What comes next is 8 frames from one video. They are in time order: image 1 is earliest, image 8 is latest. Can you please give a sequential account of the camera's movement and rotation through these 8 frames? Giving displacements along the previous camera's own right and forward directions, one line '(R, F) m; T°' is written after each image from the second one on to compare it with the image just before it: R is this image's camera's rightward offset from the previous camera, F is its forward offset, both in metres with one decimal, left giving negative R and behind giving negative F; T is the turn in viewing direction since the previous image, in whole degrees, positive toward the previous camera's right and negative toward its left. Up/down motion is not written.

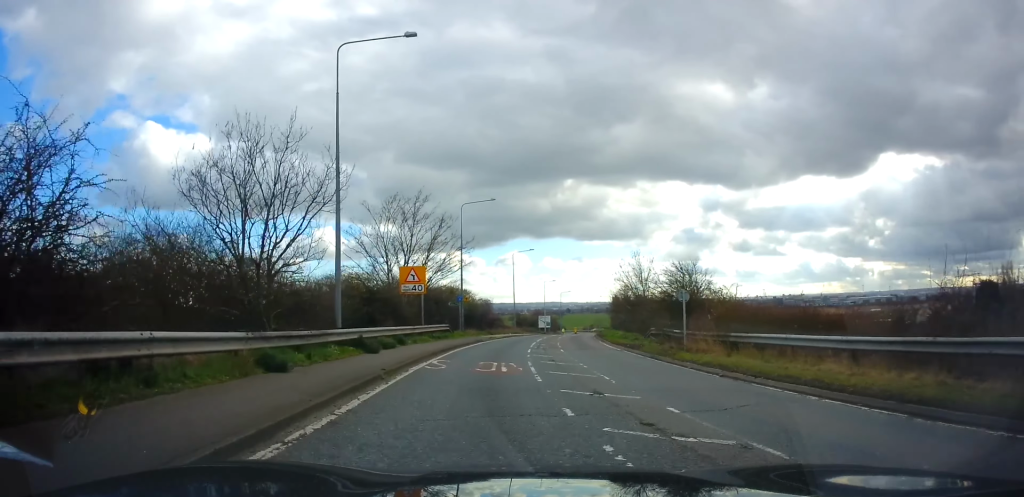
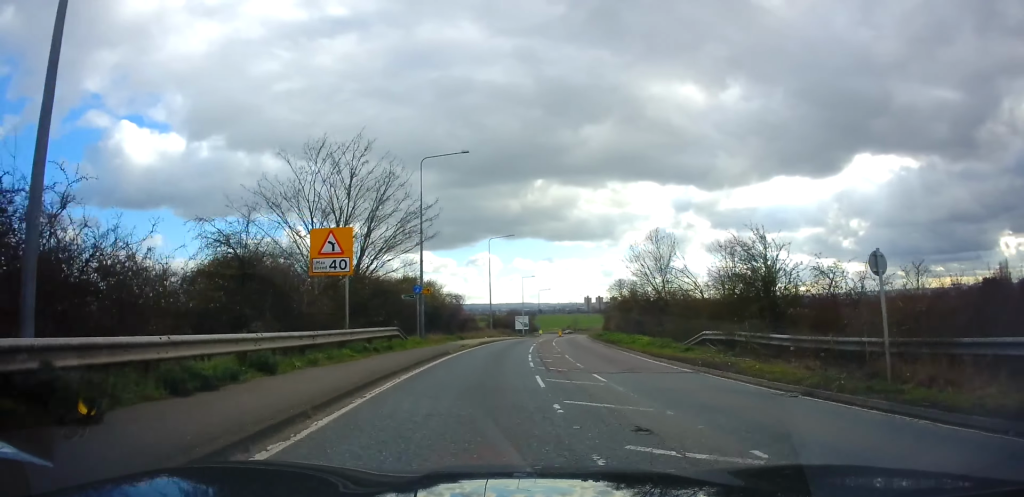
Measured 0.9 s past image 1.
(+0.2, +12.0) m; +2°
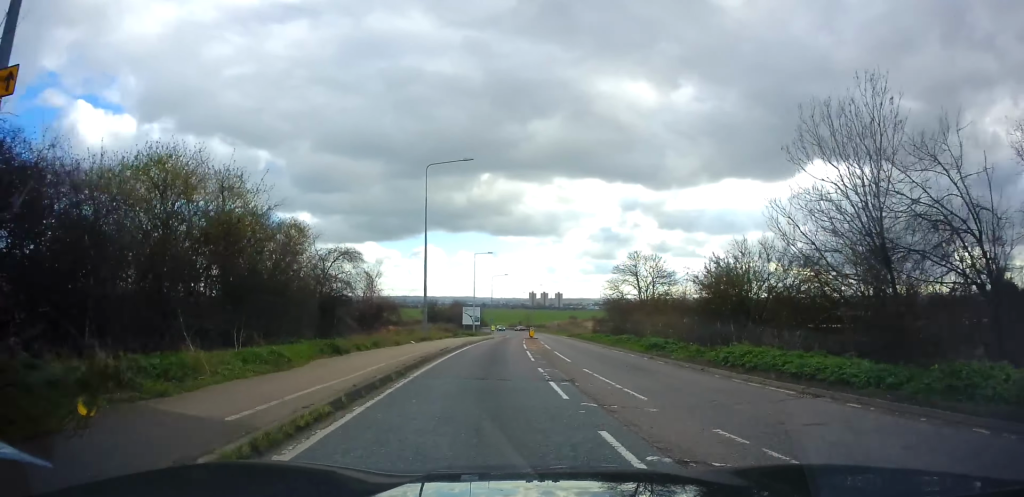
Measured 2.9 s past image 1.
(+1.4, +25.4) m; +7°
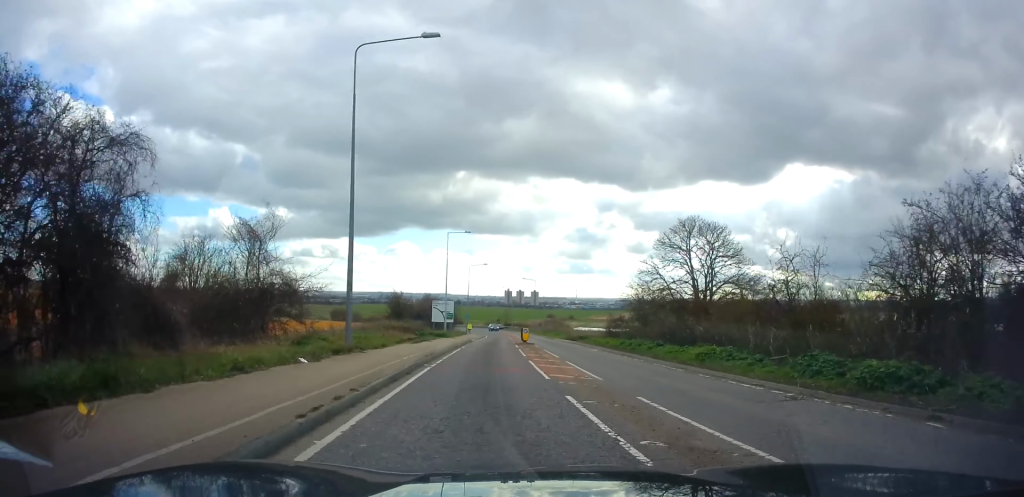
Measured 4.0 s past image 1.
(+0.5, +14.9) m; +3°
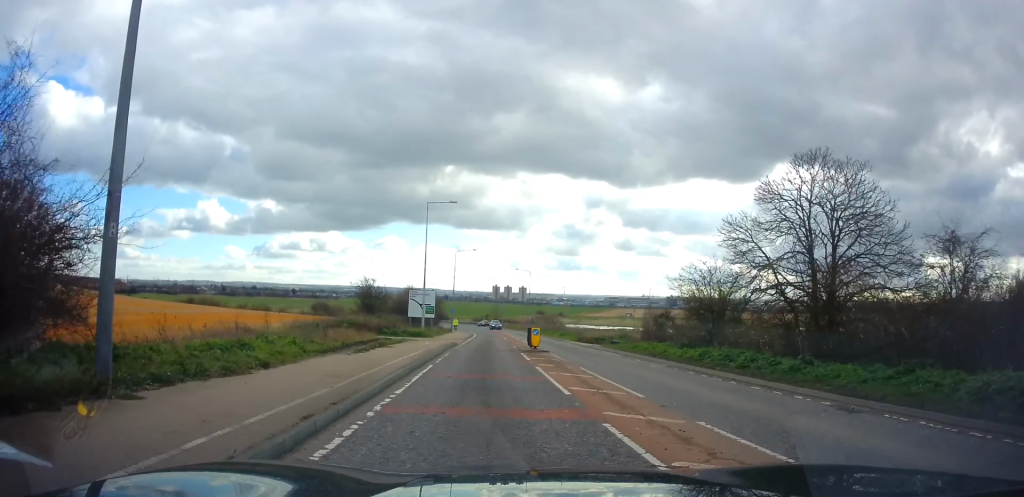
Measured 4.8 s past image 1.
(+0.2, +11.8) m; +1°
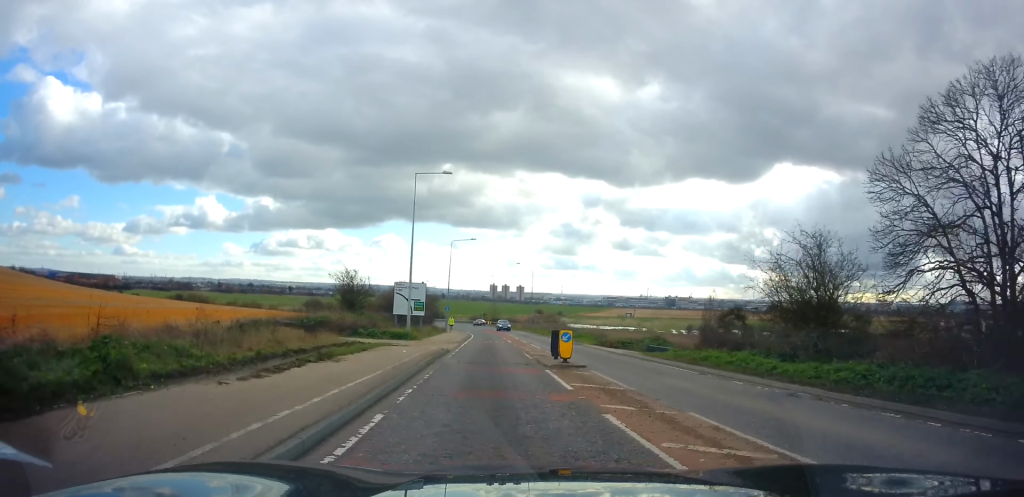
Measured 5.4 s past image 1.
(0.0, +8.2) m; 0°
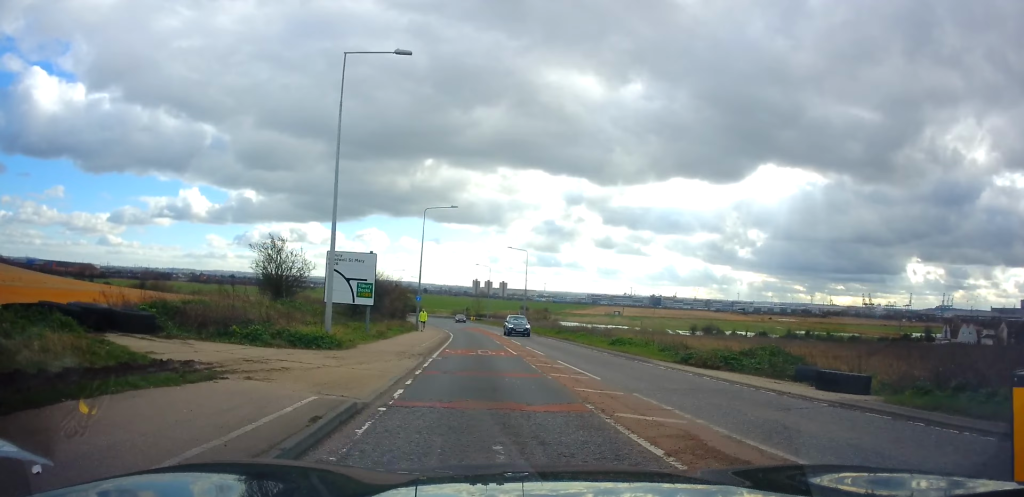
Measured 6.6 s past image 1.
(0.0, +15.8) m; +2°
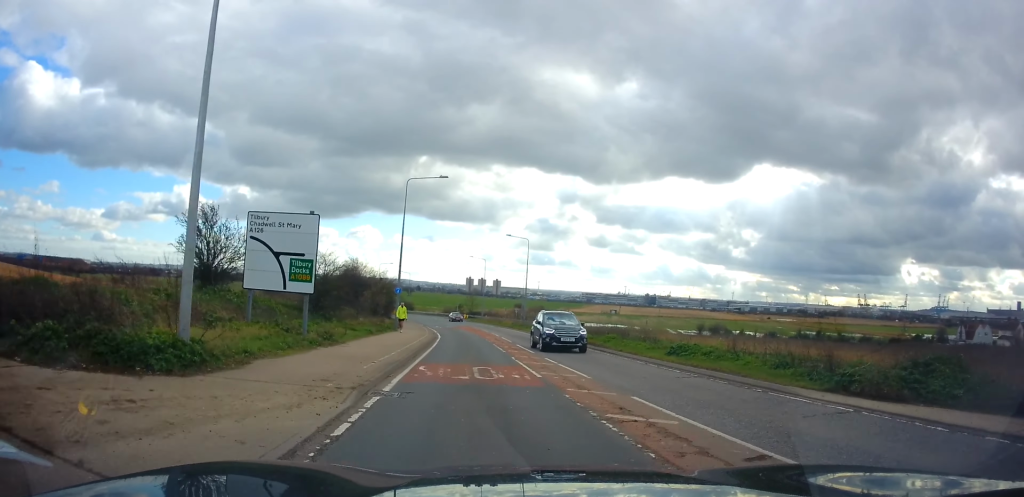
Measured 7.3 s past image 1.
(+0.3, +9.1) m; +1°
